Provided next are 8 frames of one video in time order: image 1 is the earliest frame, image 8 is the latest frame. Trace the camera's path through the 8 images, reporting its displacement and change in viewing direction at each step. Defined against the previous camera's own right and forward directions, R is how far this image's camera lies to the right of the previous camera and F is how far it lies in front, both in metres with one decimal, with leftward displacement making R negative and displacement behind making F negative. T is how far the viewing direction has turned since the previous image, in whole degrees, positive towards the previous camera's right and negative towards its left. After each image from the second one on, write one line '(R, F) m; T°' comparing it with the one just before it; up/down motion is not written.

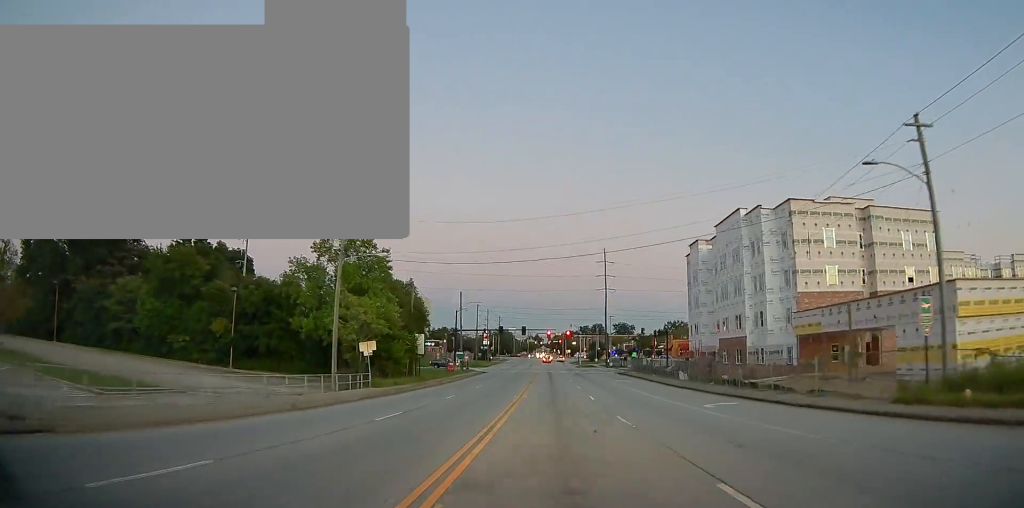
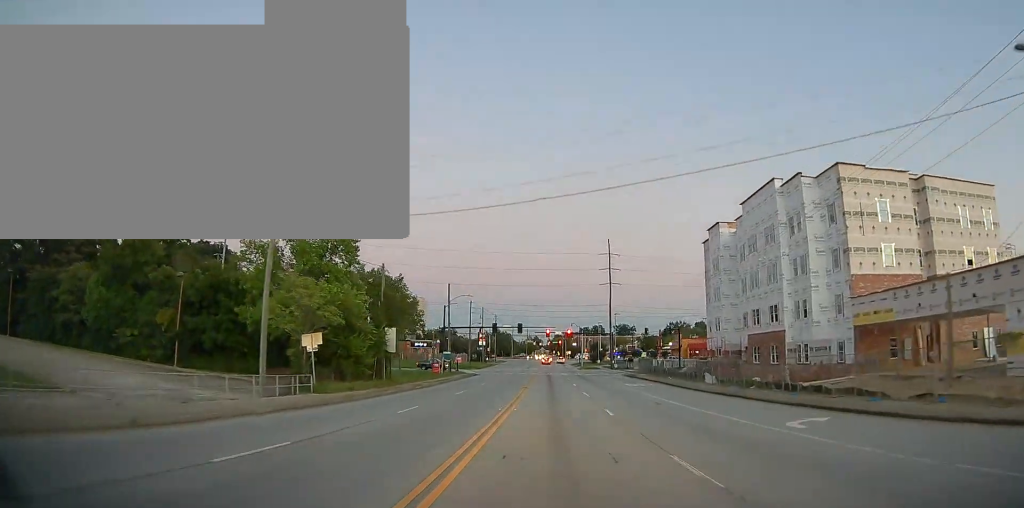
(+0.1, +9.3) m; 0°
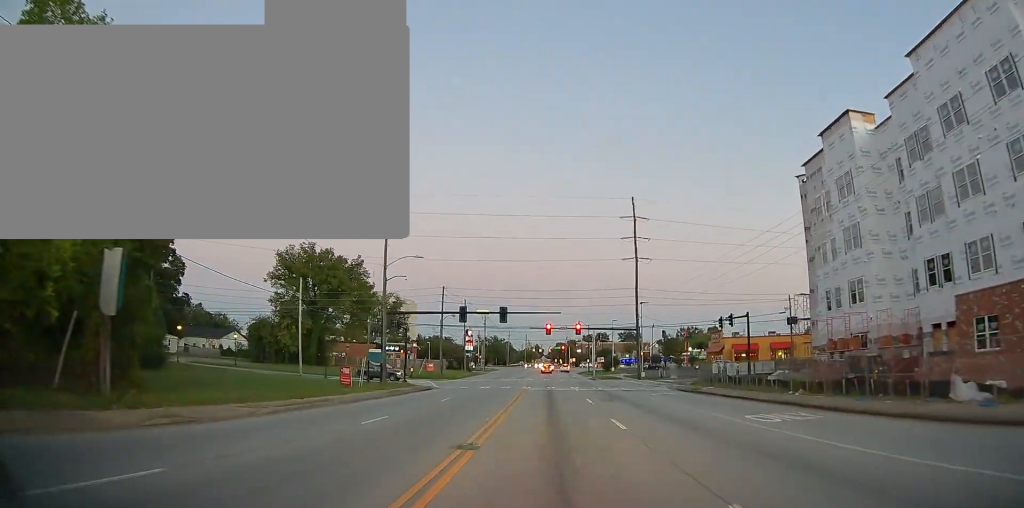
(0.0, +29.4) m; 0°
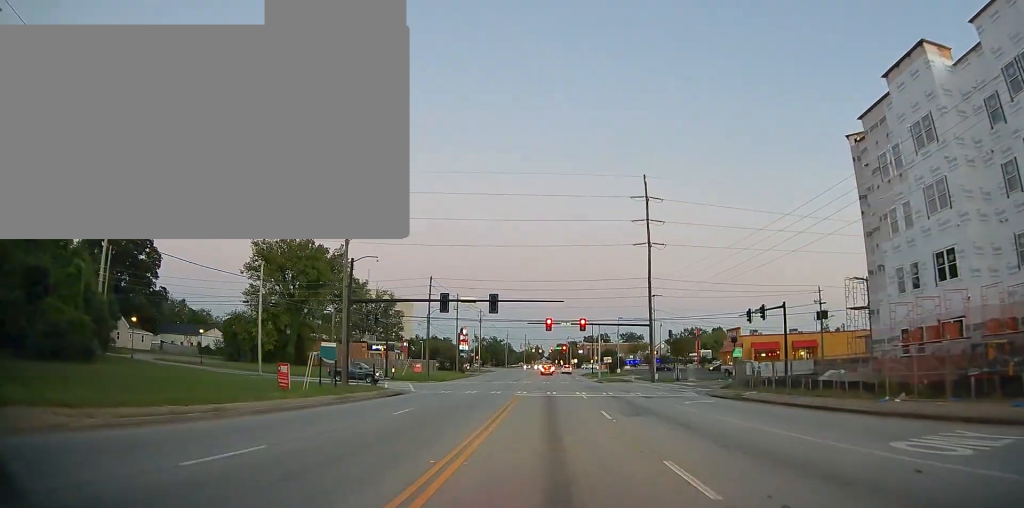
(0.0, +8.6) m; 0°
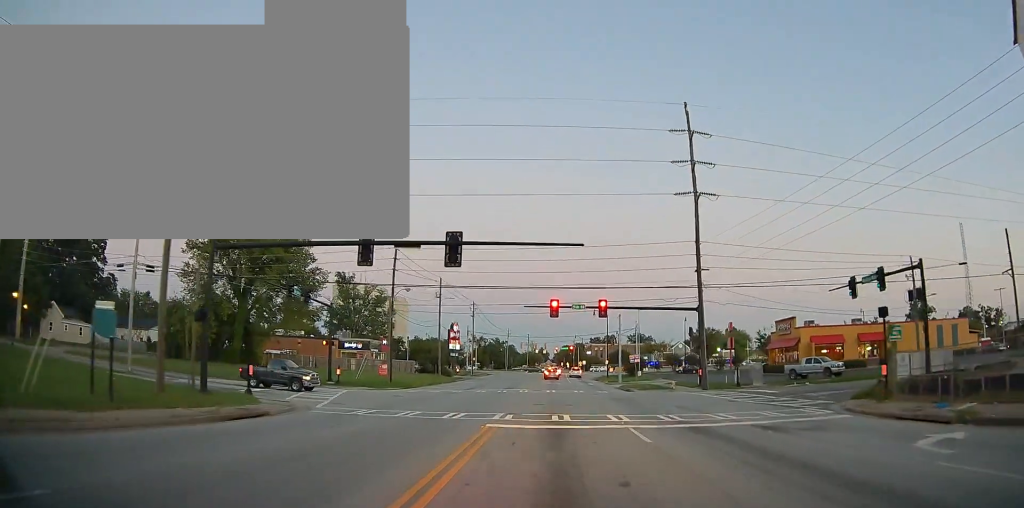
(+0.1, +18.8) m; -1°
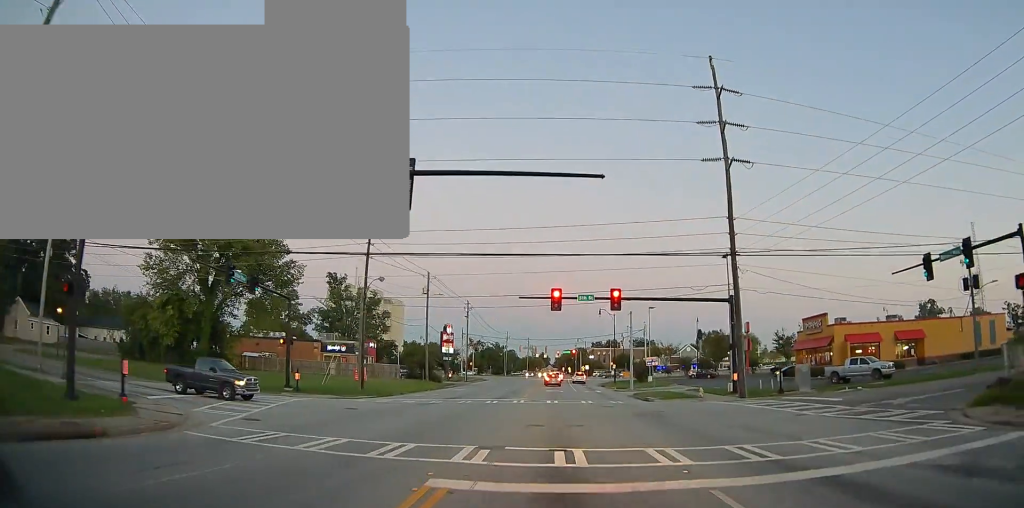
(-0.1, +8.6) m; -1°
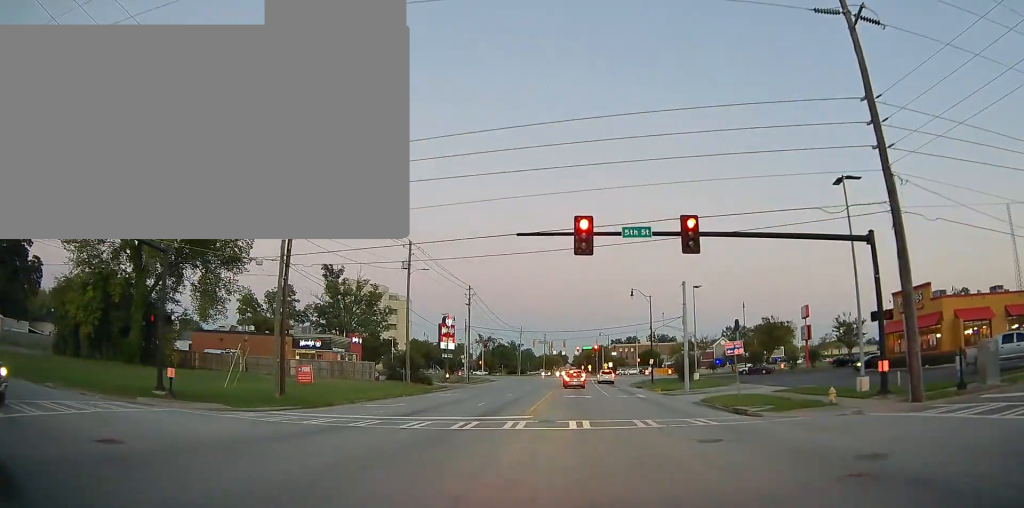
(-0.4, +16.4) m; -2°
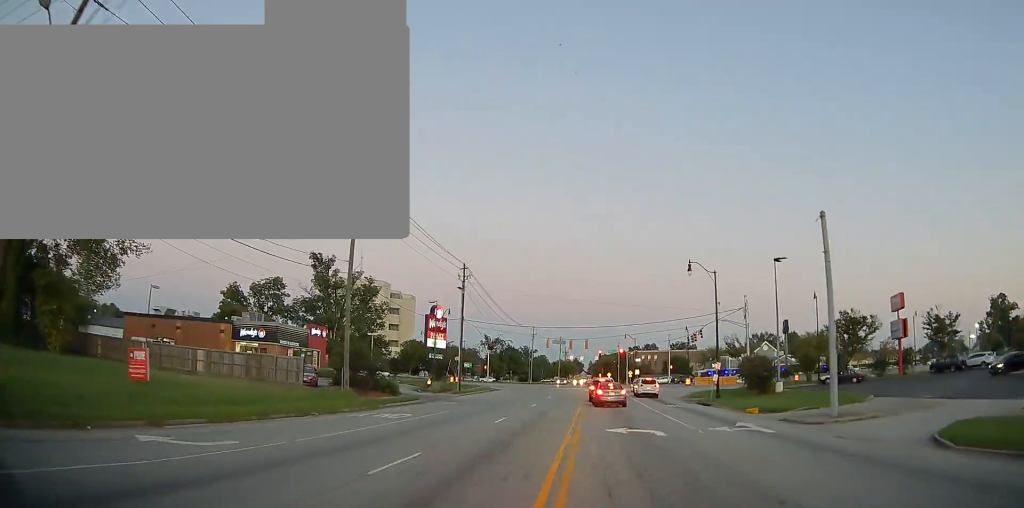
(-0.1, +18.3) m; 0°
